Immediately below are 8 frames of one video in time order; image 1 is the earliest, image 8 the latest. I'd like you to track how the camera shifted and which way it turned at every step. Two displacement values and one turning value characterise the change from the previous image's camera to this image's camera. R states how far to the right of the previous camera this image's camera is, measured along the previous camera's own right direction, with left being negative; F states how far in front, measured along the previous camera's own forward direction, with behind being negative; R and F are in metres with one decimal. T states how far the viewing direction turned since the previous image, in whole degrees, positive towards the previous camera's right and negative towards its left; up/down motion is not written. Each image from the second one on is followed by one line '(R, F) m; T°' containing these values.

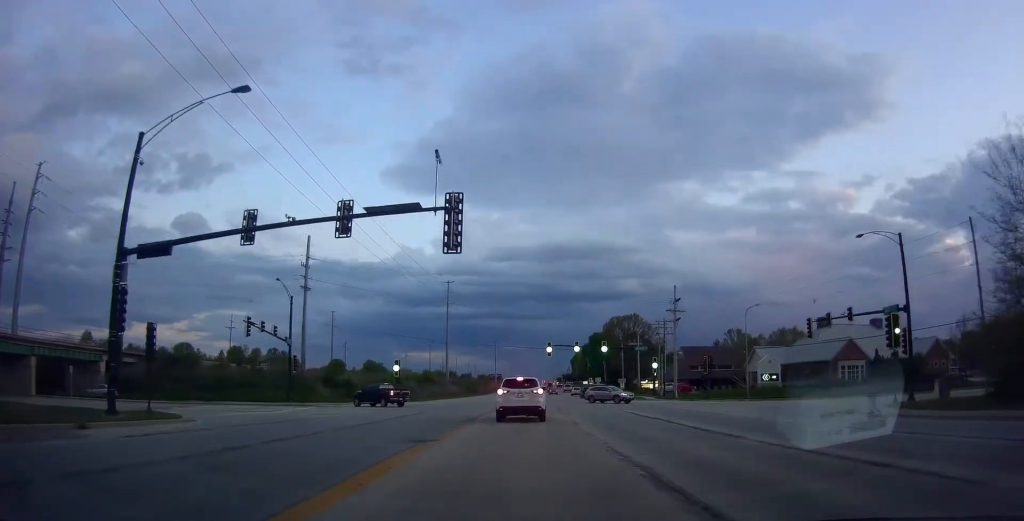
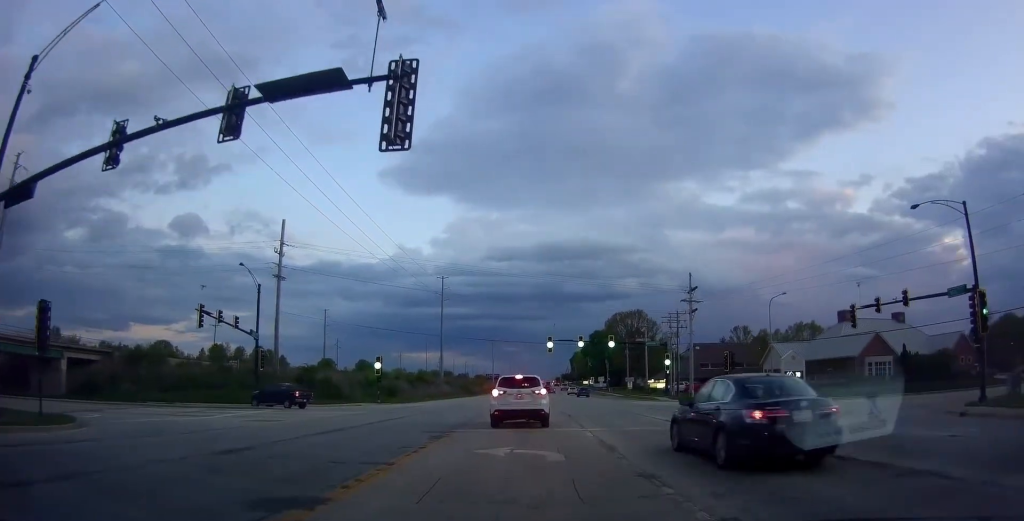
(+0.1, +8.9) m; 0°
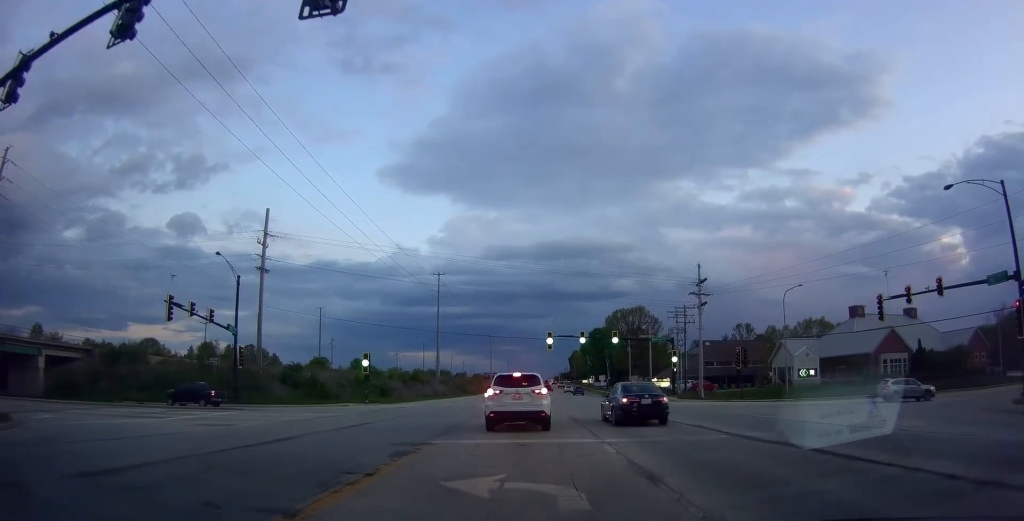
(-0.1, +4.6) m; -2°
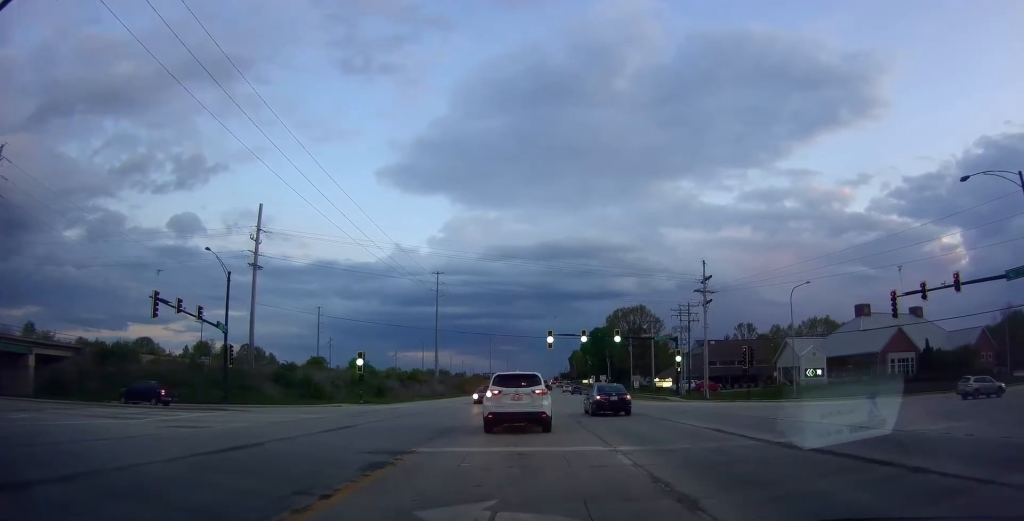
(0.0, +2.1) m; -1°
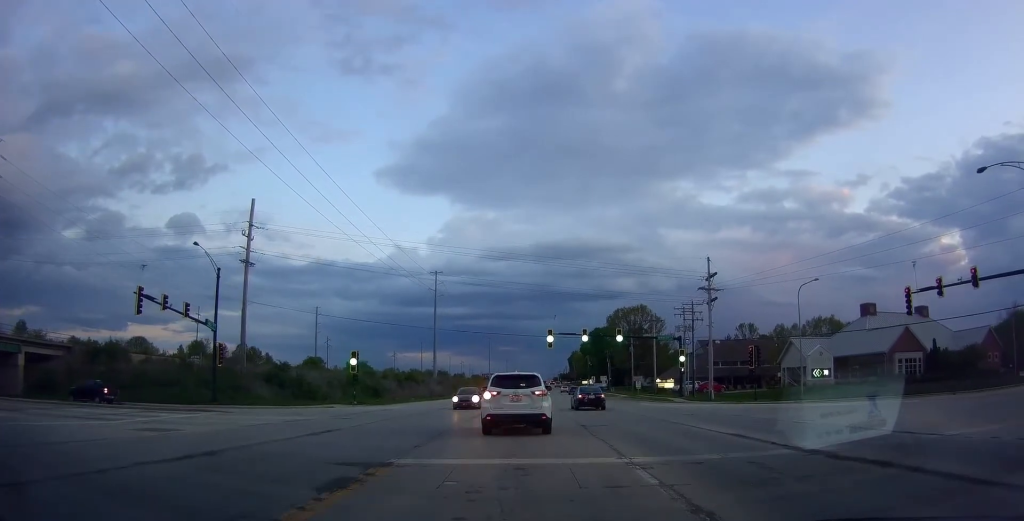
(0.0, +1.7) m; 0°
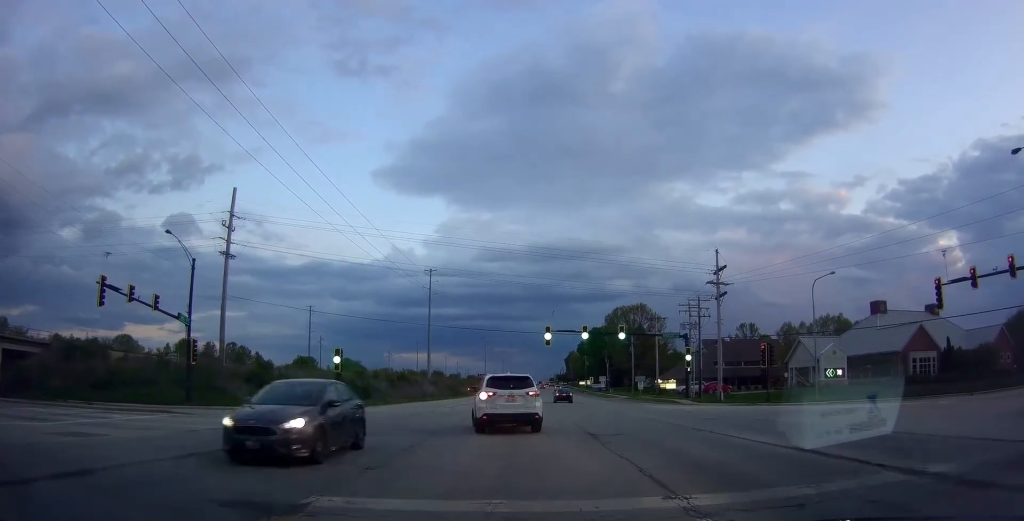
(0.0, +3.3) m; 0°
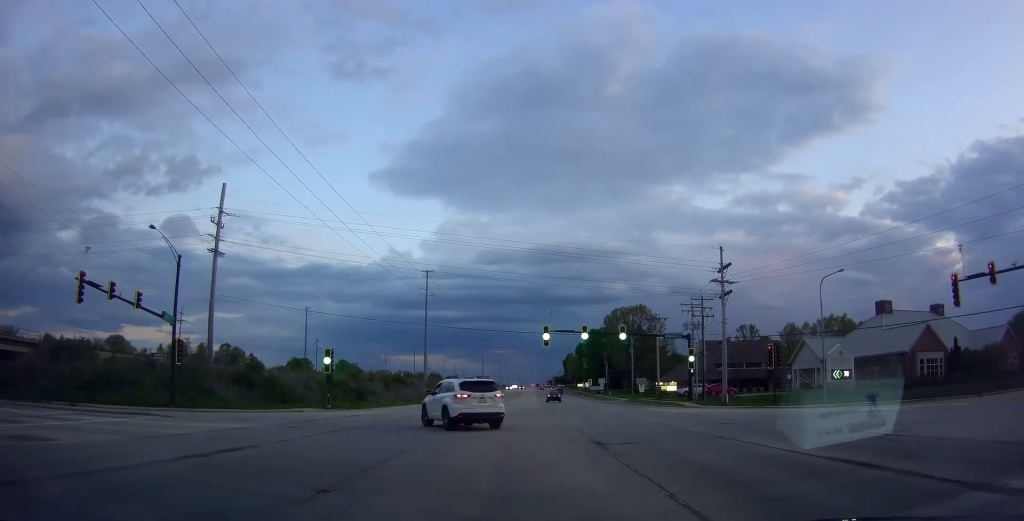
(0.0, +2.0) m; 0°
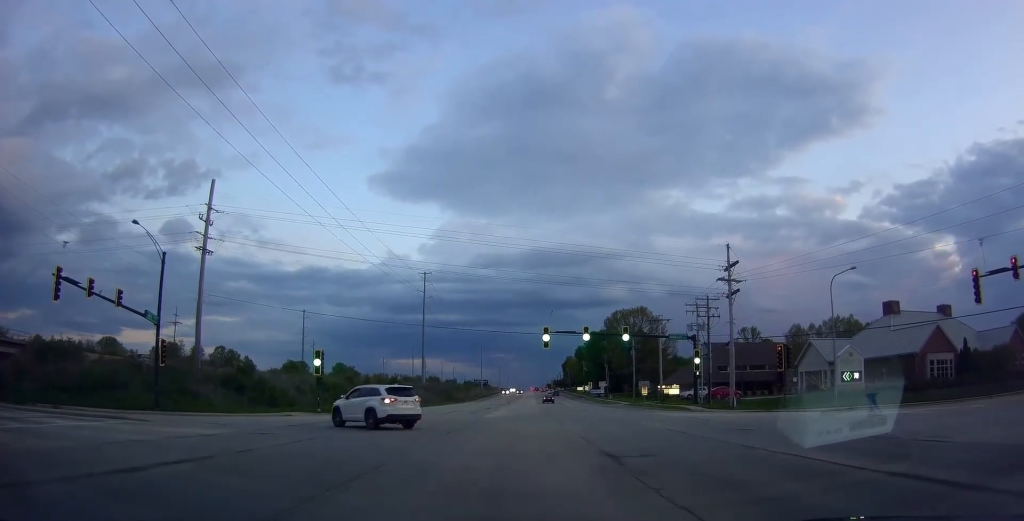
(0.0, +2.1) m; 0°
